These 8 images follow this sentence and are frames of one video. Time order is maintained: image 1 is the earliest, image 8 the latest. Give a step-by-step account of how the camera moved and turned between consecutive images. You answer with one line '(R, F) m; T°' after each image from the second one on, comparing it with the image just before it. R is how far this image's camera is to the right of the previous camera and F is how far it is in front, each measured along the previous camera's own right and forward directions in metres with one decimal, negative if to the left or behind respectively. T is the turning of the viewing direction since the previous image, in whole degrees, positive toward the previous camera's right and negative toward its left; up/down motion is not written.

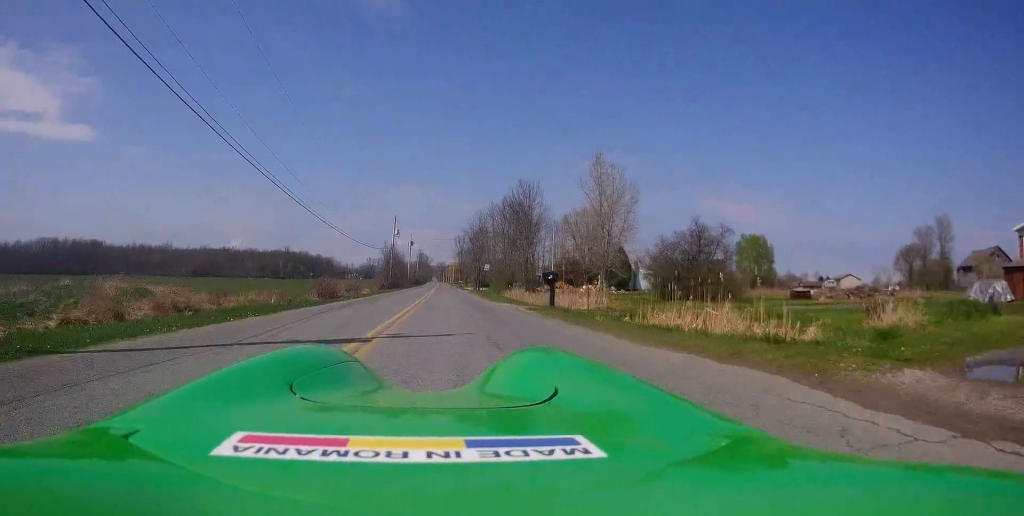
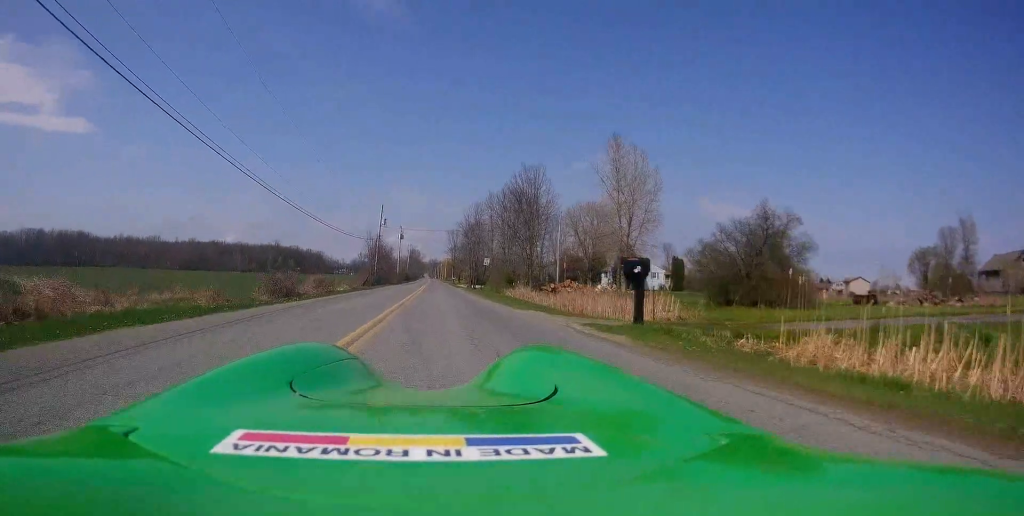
(-0.1, +9.1) m; 0°
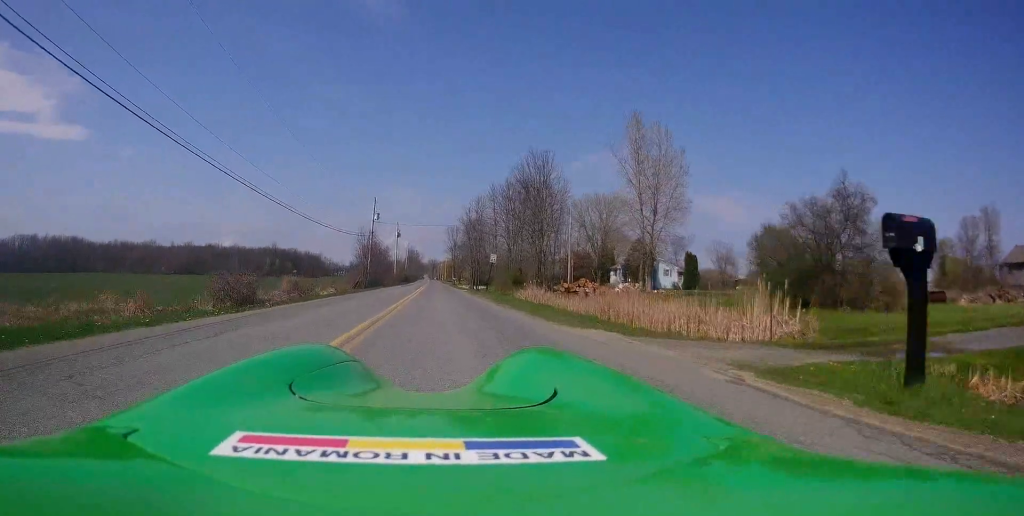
(+0.2, +6.7) m; 0°
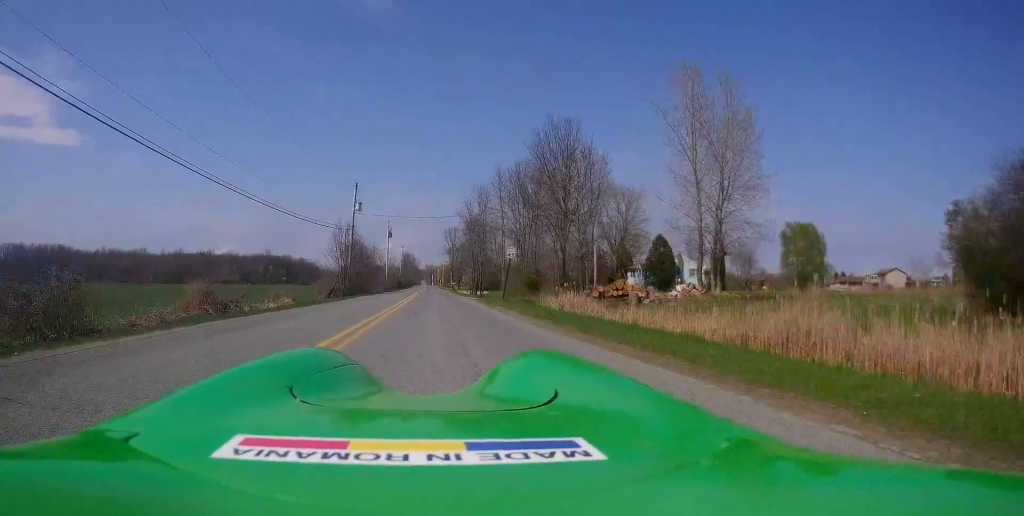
(-0.2, +12.3) m; +1°
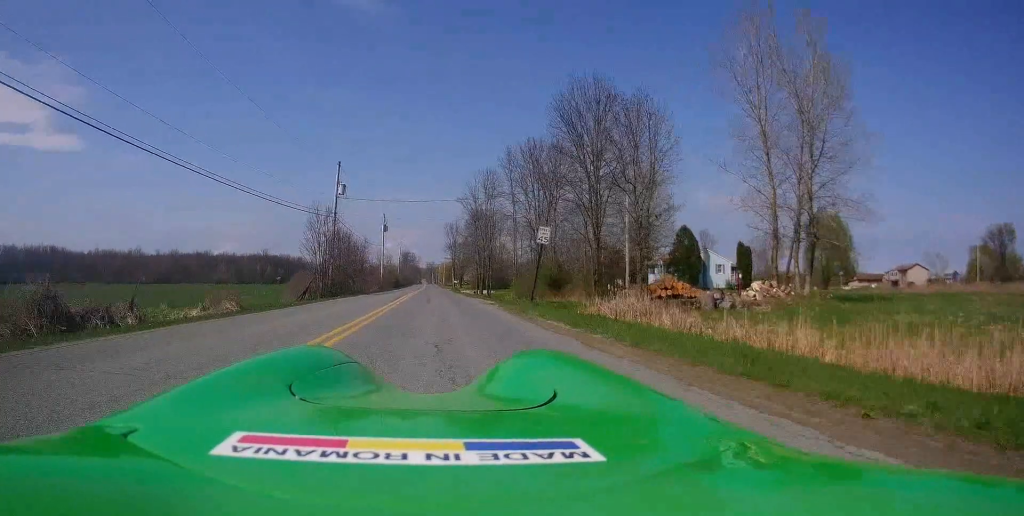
(+0.2, +9.2) m; +1°
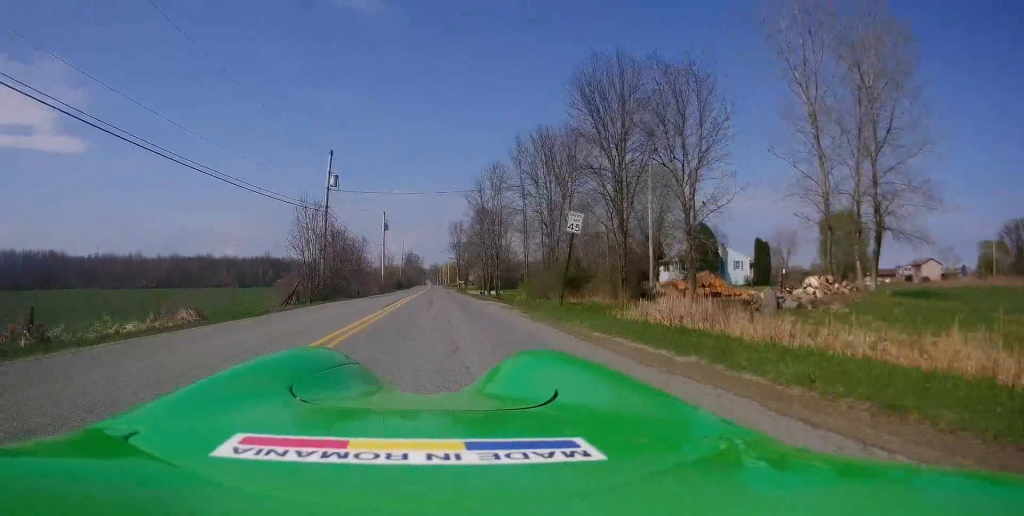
(+0.1, +4.4) m; -1°
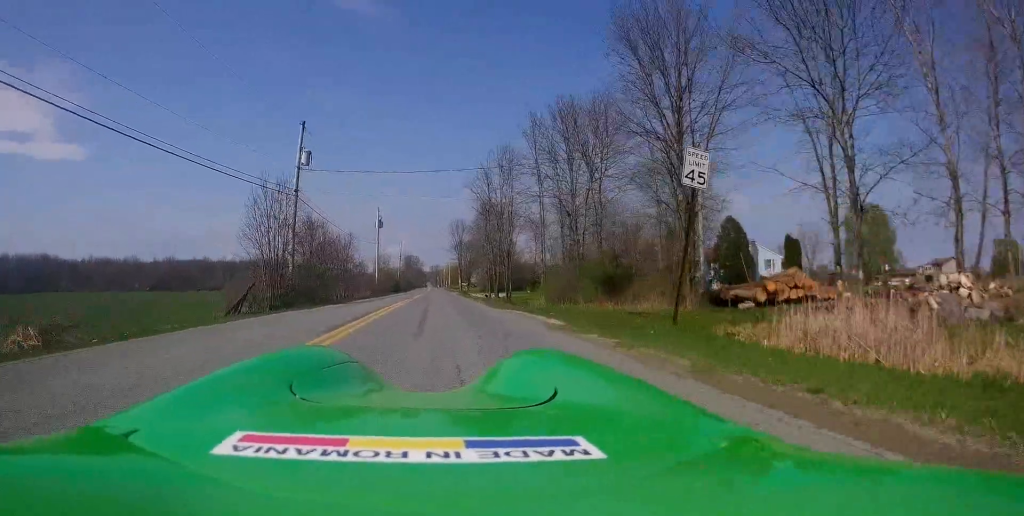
(-0.3, +8.5) m; -2°
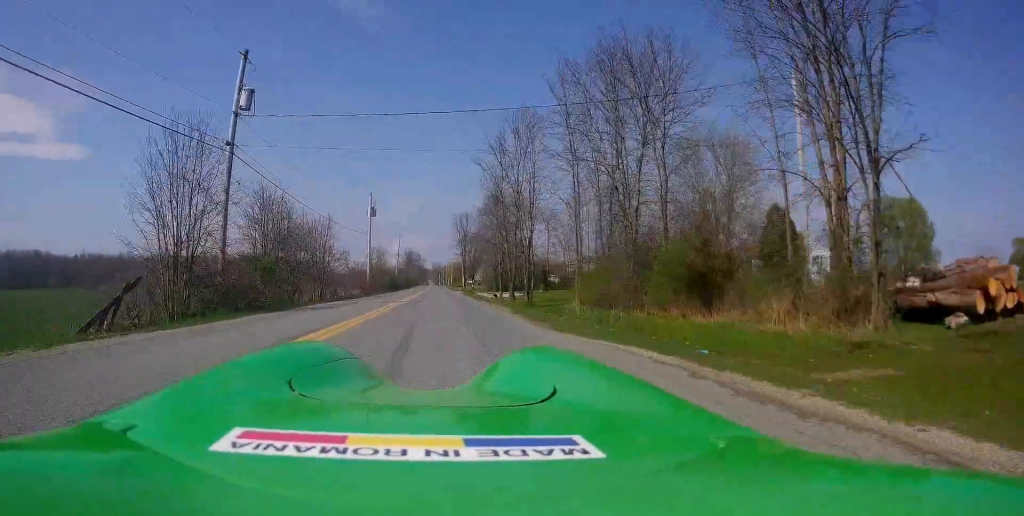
(-0.2, +10.7) m; -1°
